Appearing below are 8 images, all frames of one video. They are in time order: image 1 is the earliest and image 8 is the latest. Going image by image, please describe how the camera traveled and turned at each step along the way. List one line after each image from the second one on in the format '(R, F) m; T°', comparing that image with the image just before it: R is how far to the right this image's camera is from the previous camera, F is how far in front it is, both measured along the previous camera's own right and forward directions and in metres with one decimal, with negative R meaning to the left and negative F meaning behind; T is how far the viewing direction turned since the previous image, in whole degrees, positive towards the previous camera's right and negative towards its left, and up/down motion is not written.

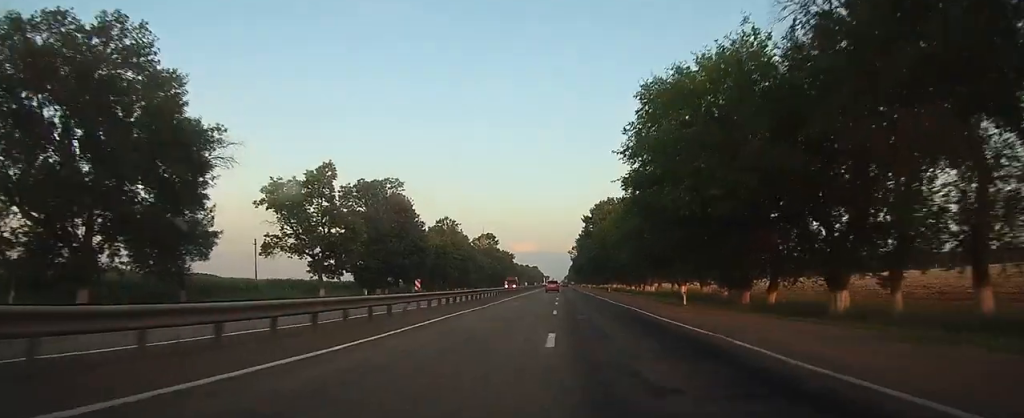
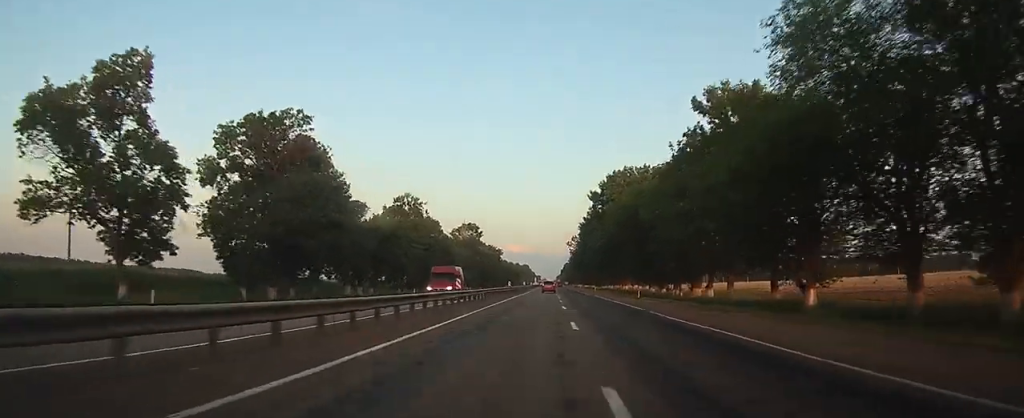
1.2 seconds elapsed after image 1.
(-0.1, +31.1) m; 0°
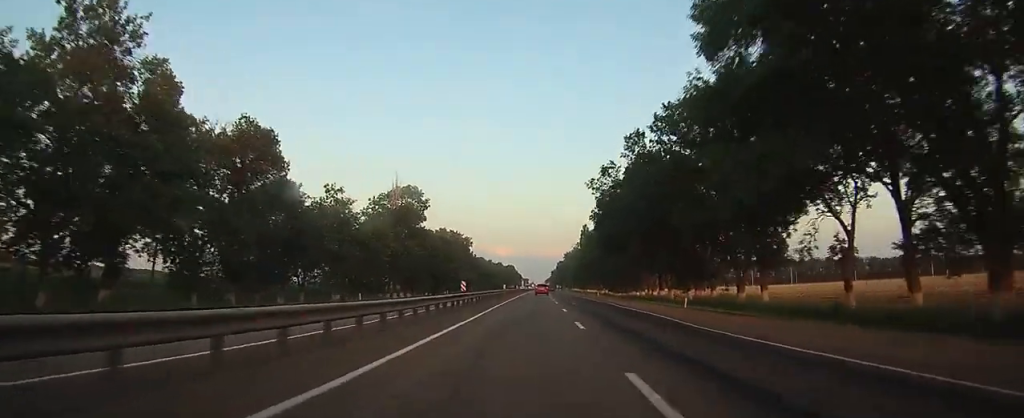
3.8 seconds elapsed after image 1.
(+0.7, +69.9) m; +1°
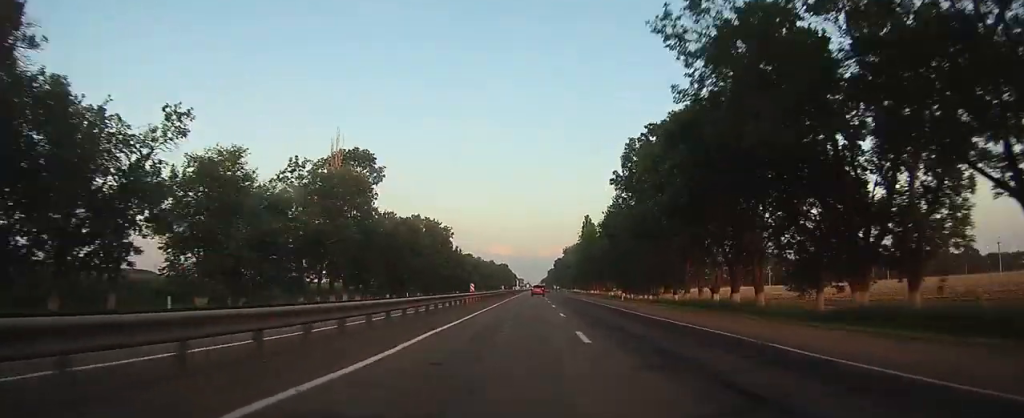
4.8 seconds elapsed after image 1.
(0.0, +28.0) m; 0°
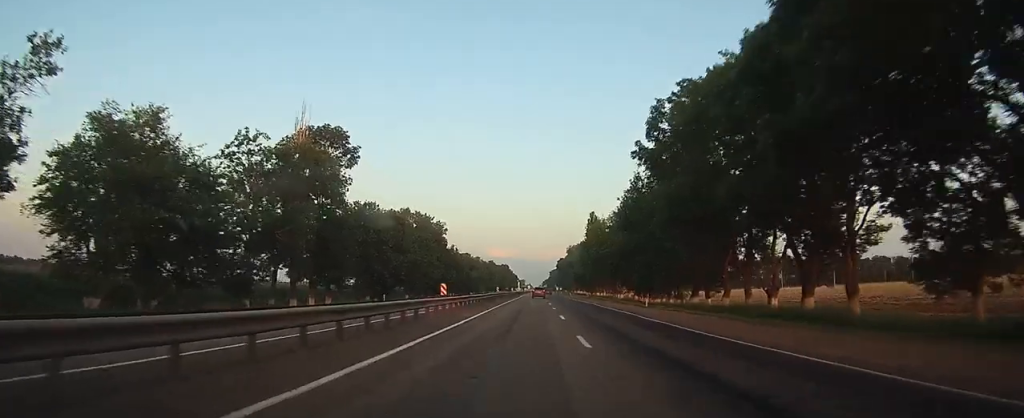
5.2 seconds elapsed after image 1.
(0.0, +11.8) m; 0°
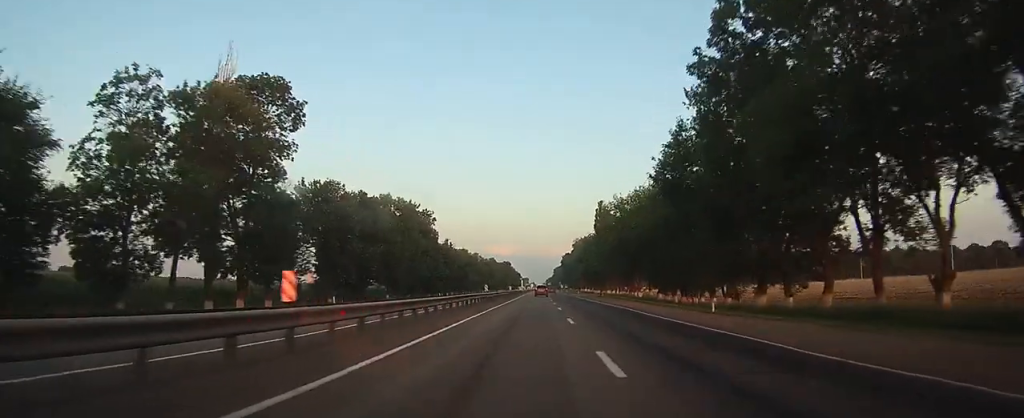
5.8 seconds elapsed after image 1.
(0.0, +16.3) m; 0°
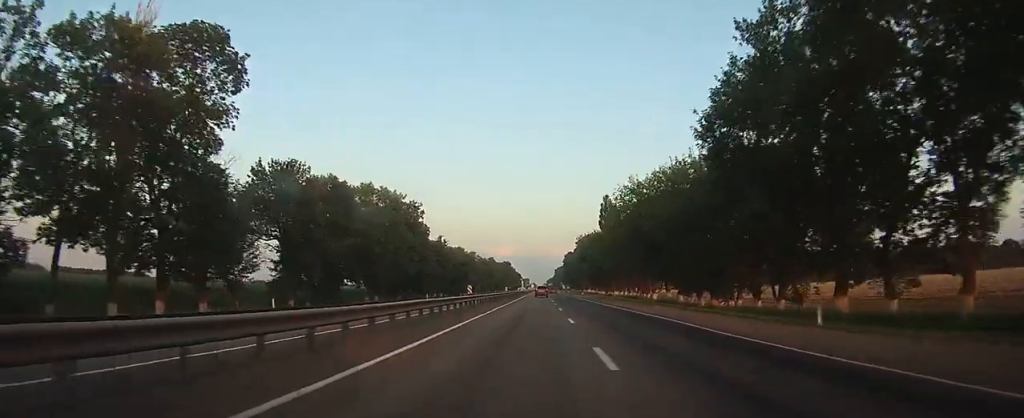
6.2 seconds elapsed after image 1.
(0.0, +11.0) m; 0°
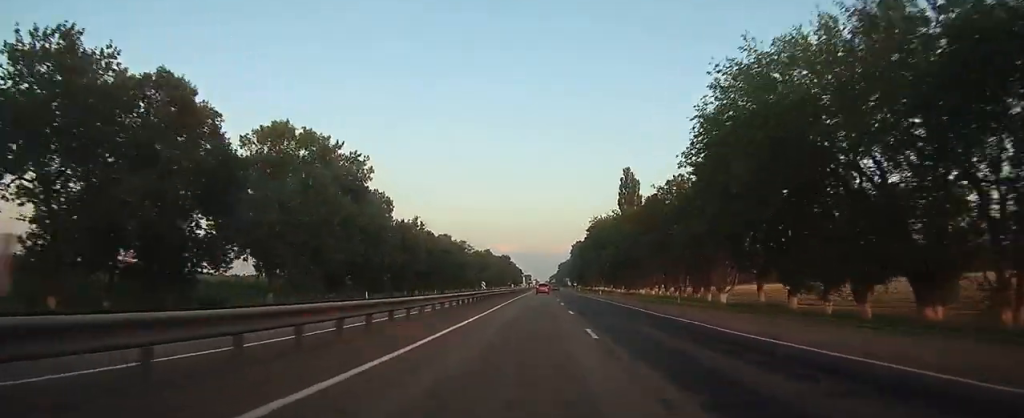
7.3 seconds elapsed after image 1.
(+0.1, +30.2) m; 0°
